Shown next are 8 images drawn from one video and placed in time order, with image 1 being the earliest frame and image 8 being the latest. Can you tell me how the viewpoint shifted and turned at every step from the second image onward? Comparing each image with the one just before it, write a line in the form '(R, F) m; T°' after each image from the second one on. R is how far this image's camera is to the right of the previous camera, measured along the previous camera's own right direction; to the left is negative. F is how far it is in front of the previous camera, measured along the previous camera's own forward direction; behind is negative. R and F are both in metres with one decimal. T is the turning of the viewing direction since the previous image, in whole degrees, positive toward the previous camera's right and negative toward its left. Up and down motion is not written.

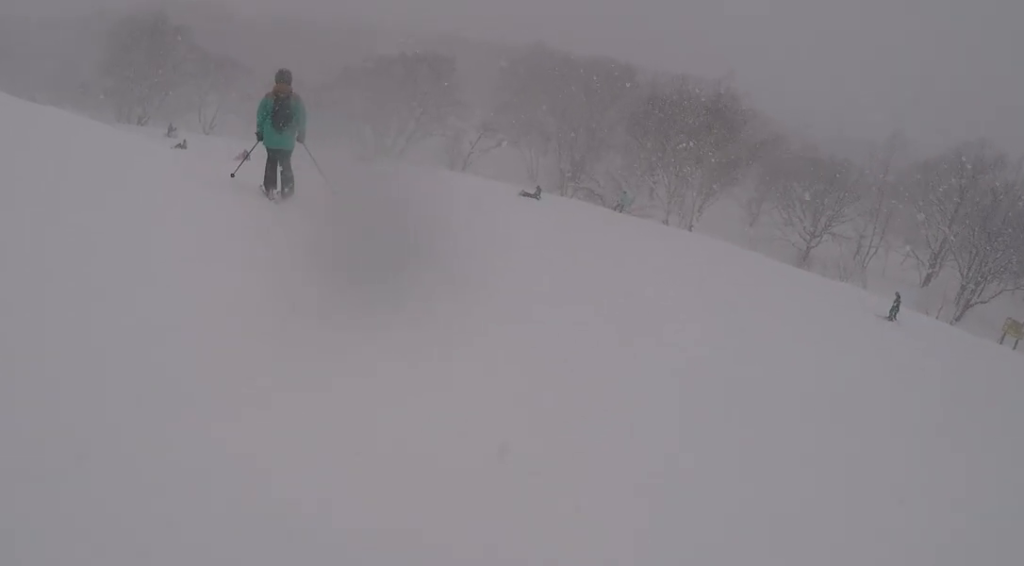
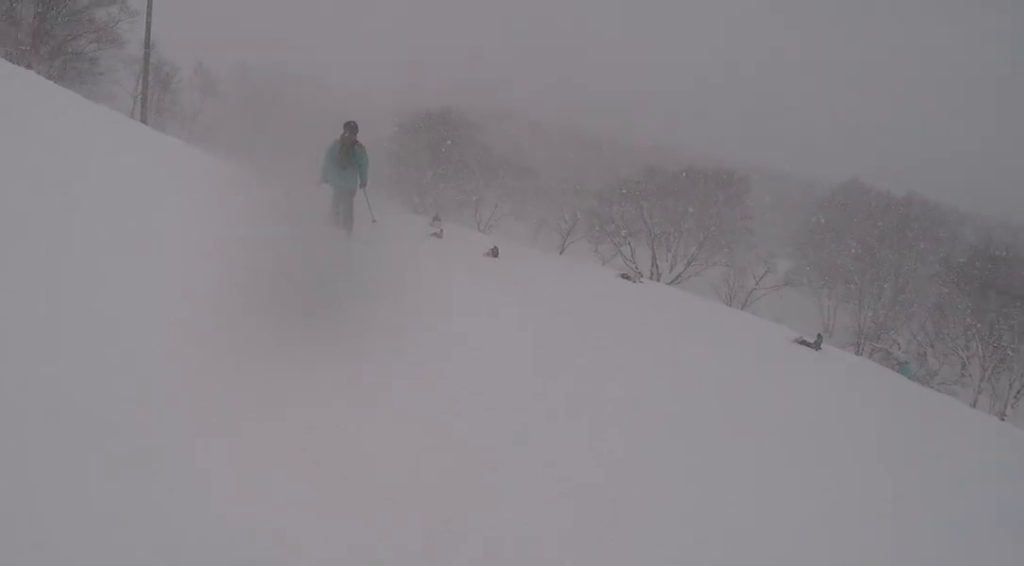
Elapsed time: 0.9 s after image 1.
(-1.4, +5.5) m; -31°
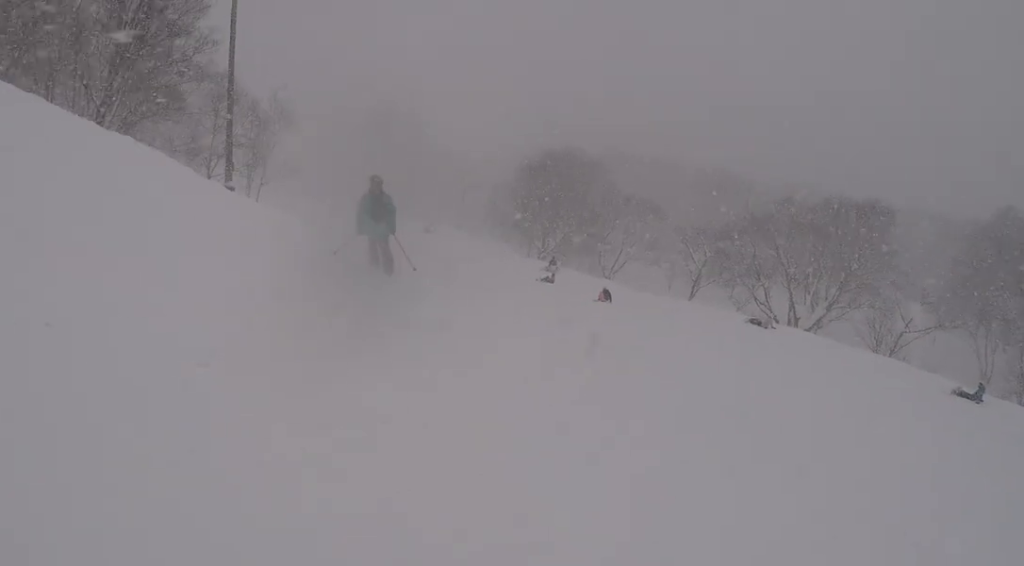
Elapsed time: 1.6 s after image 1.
(-1.4, +4.5) m; -21°
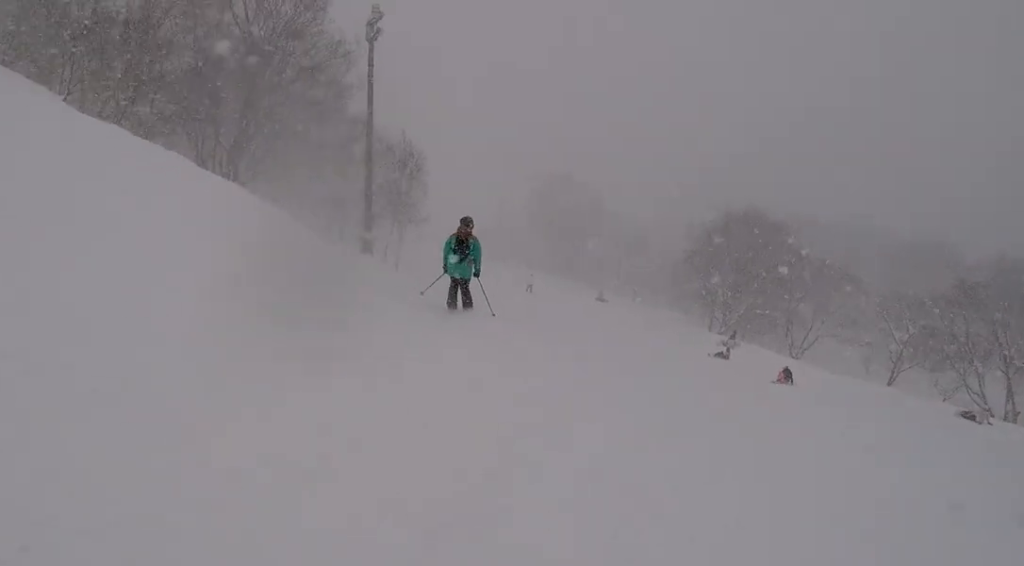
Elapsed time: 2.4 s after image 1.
(-0.8, +4.5) m; -15°
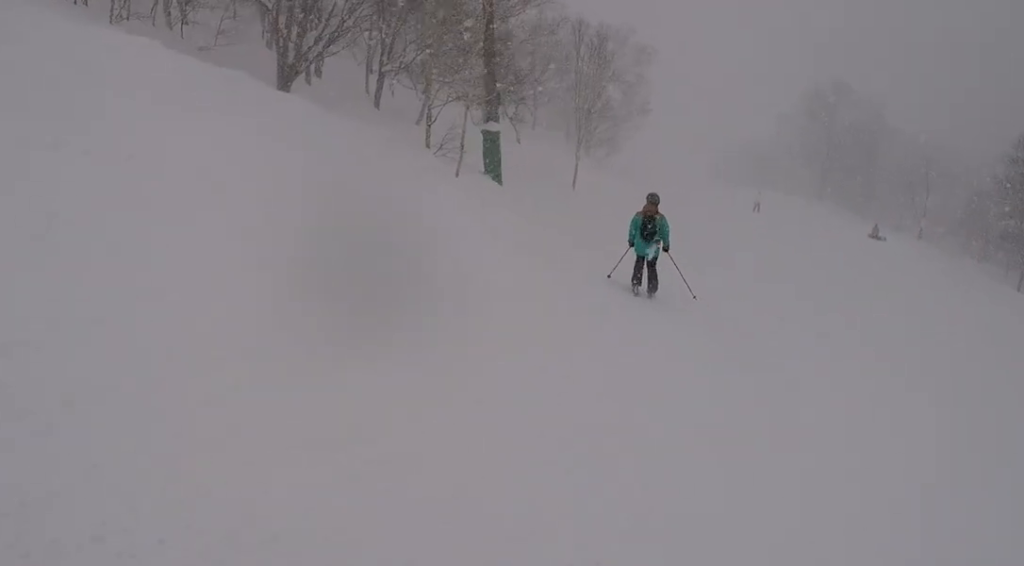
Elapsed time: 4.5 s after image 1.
(-4.5, +13.3) m; -27°
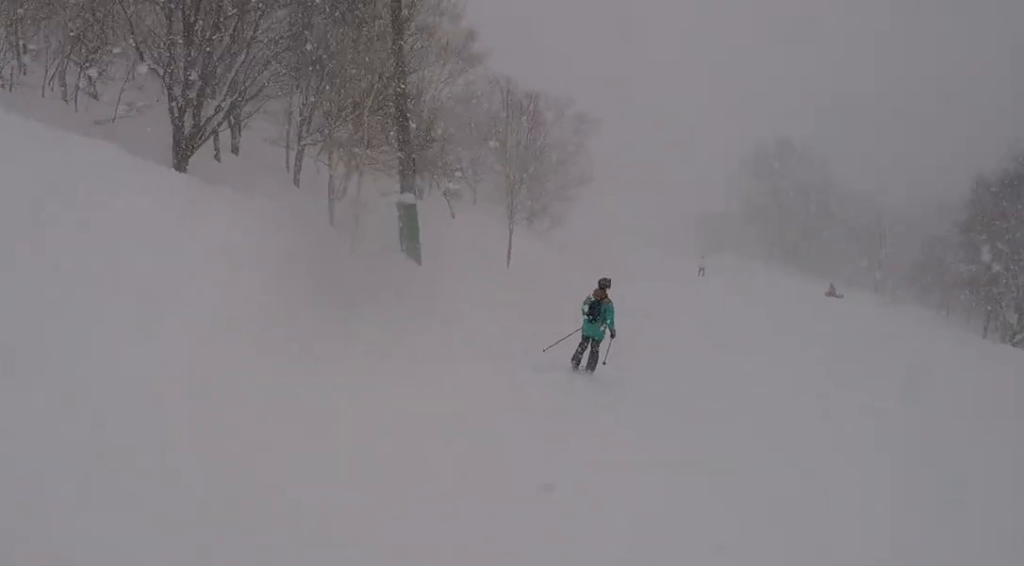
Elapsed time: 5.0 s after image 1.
(-0.2, +3.2) m; +1°
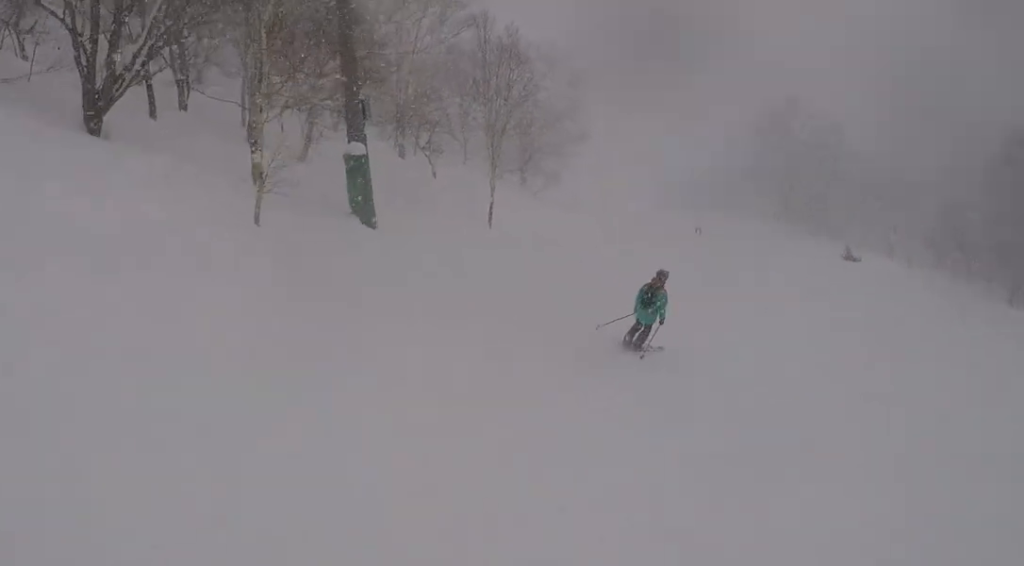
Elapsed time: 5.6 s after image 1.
(+0.5, +3.9) m; +6°
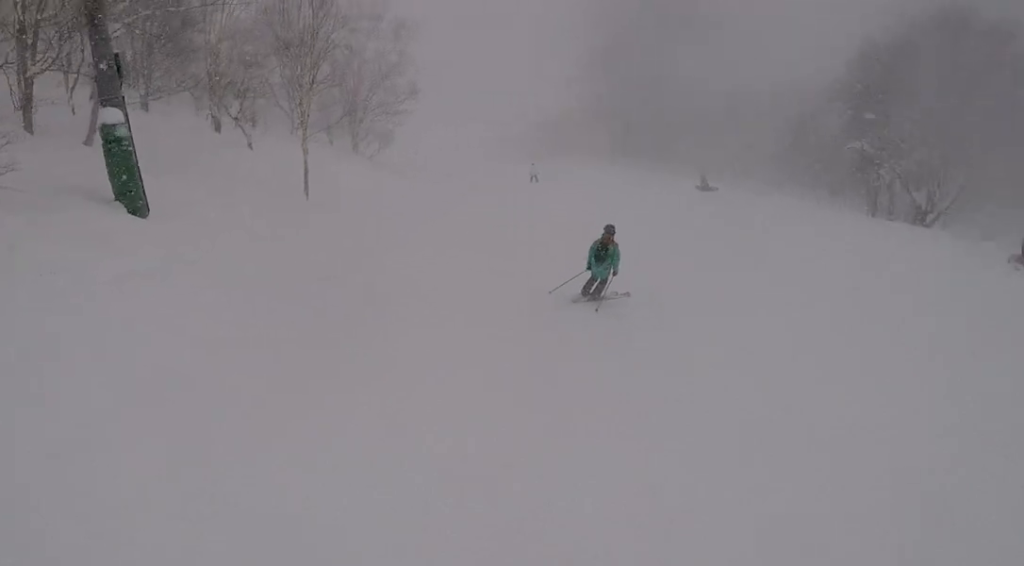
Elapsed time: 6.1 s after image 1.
(+0.2, +3.6) m; +5°
